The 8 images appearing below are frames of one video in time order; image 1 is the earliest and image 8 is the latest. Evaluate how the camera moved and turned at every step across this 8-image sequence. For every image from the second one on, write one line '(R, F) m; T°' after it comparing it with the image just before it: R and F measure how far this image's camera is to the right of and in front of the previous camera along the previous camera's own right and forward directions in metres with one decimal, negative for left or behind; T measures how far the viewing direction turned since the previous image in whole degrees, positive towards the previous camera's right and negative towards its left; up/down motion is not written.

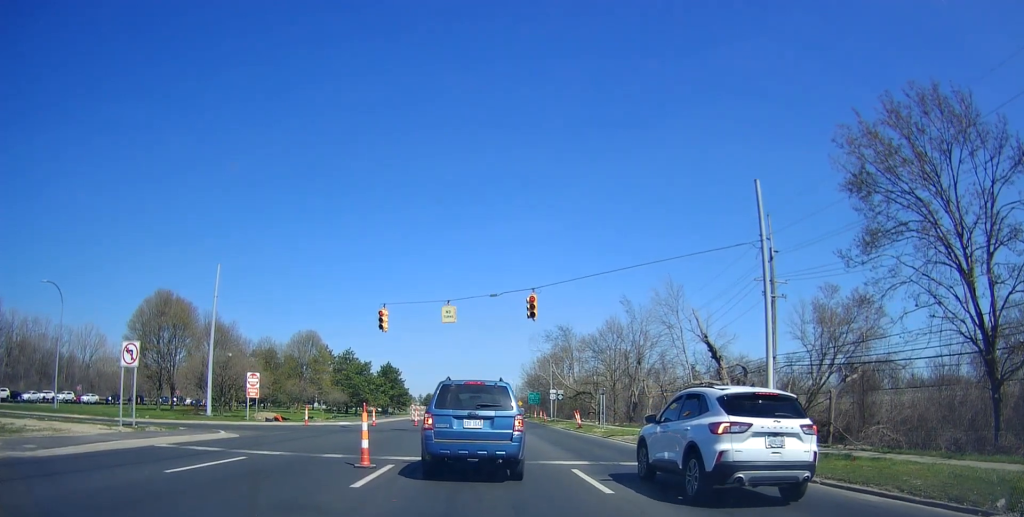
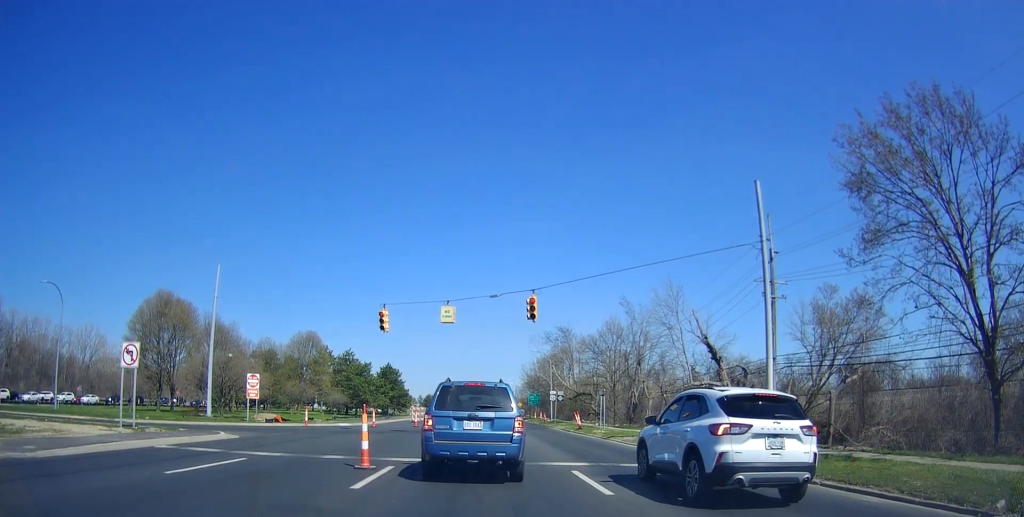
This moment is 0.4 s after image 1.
(-0.1, 0.0) m; 0°
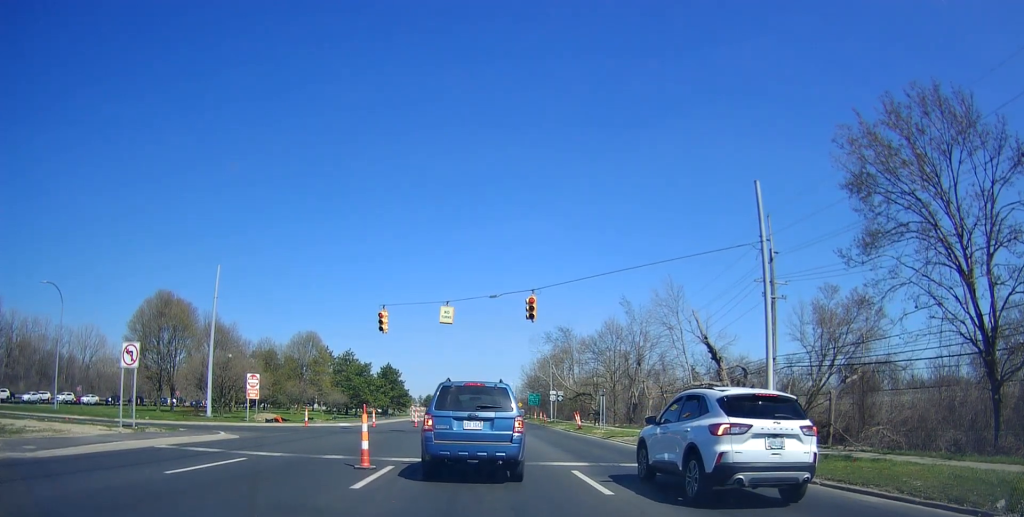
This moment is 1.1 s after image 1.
(0.0, 0.0) m; 0°
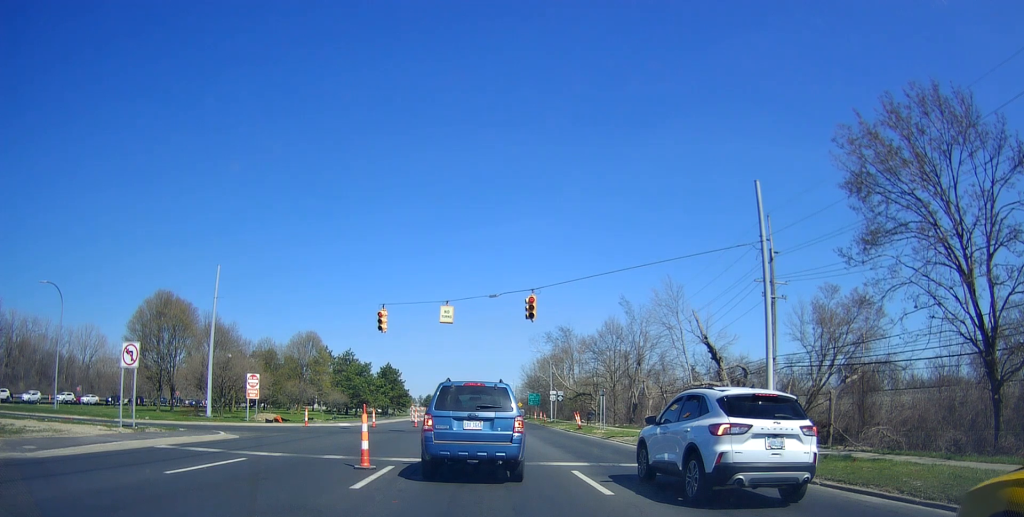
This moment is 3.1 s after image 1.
(0.0, 0.0) m; 0°
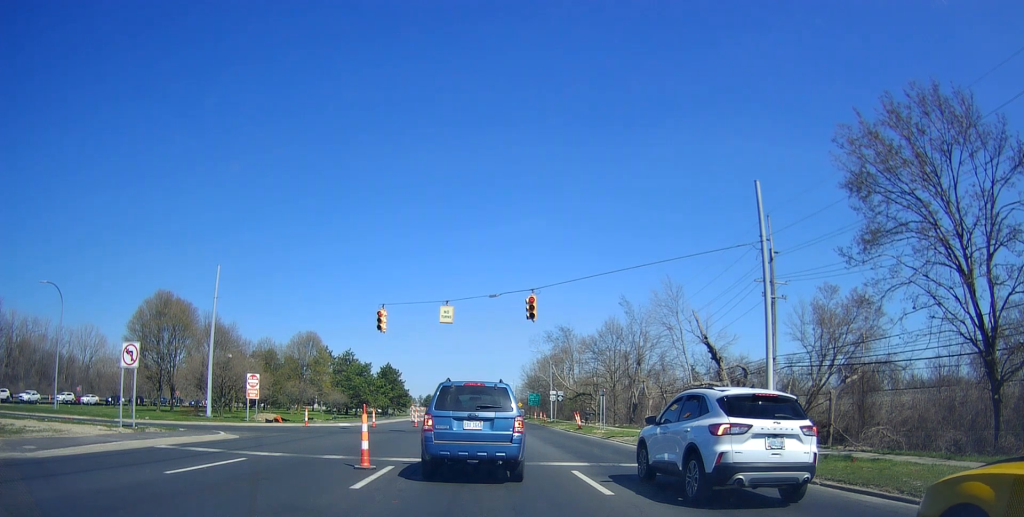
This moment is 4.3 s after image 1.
(0.0, 0.0) m; 0°
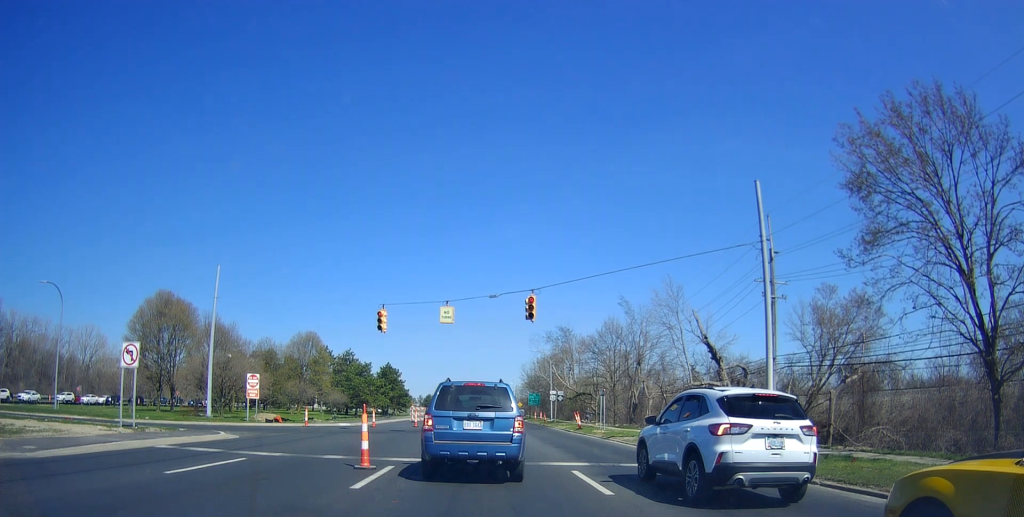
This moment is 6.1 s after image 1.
(0.0, 0.0) m; 0°
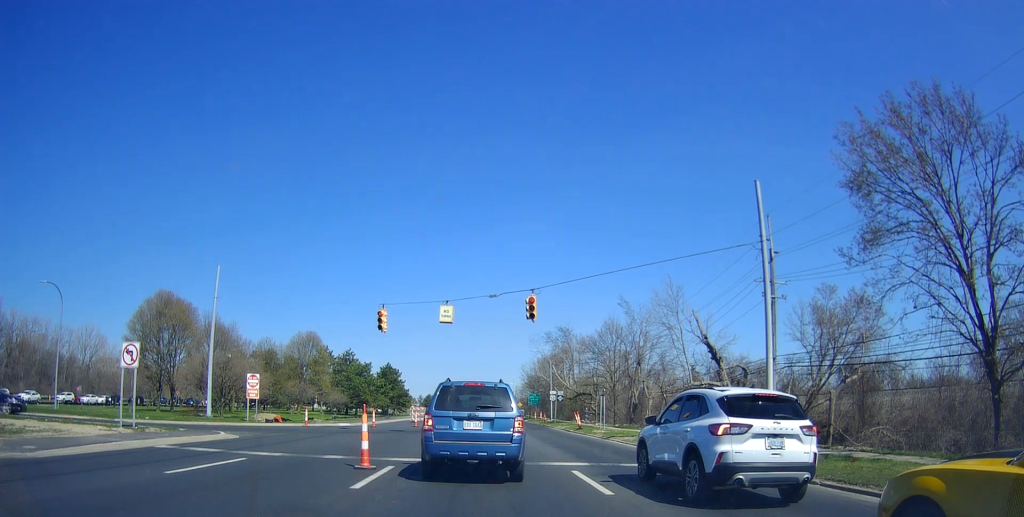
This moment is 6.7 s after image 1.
(0.0, 0.0) m; 0°
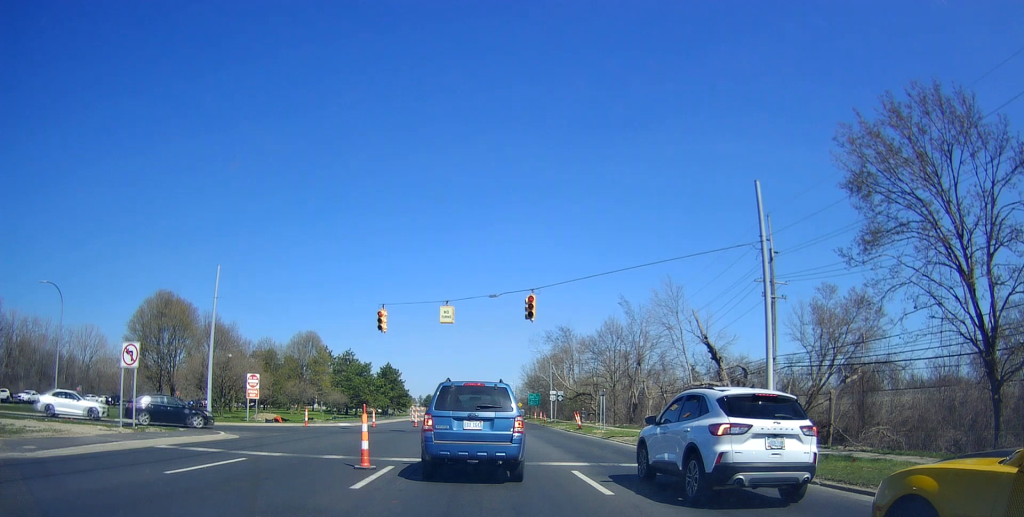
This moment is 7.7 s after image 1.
(0.0, 0.0) m; 0°
